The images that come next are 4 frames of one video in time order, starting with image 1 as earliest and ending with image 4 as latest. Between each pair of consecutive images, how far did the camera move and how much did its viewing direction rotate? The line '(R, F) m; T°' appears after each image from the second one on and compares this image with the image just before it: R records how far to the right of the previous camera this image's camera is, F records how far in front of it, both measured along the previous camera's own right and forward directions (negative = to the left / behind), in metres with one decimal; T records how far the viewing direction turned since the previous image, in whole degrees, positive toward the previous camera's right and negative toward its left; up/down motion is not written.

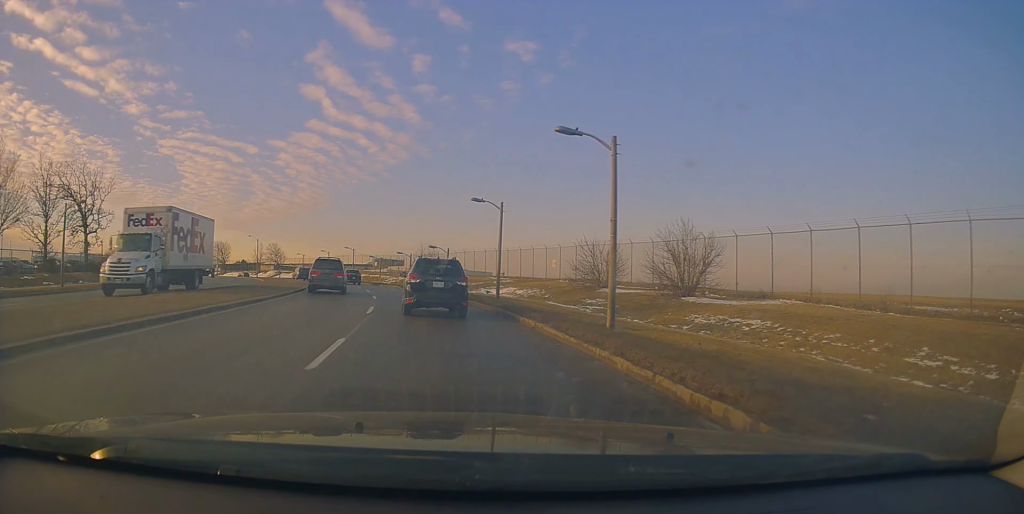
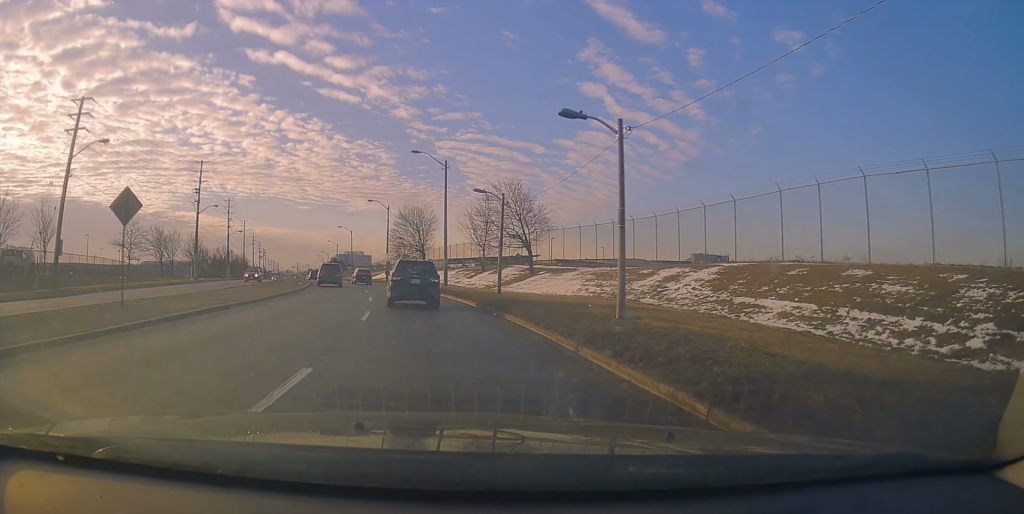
(-28.2, +92.7) m; -33°
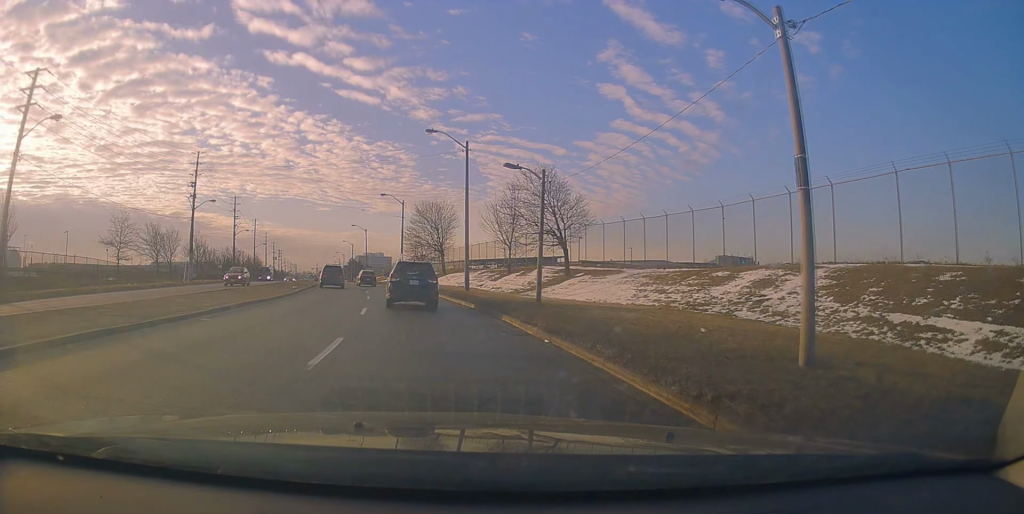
(-0.2, +6.7) m; -3°
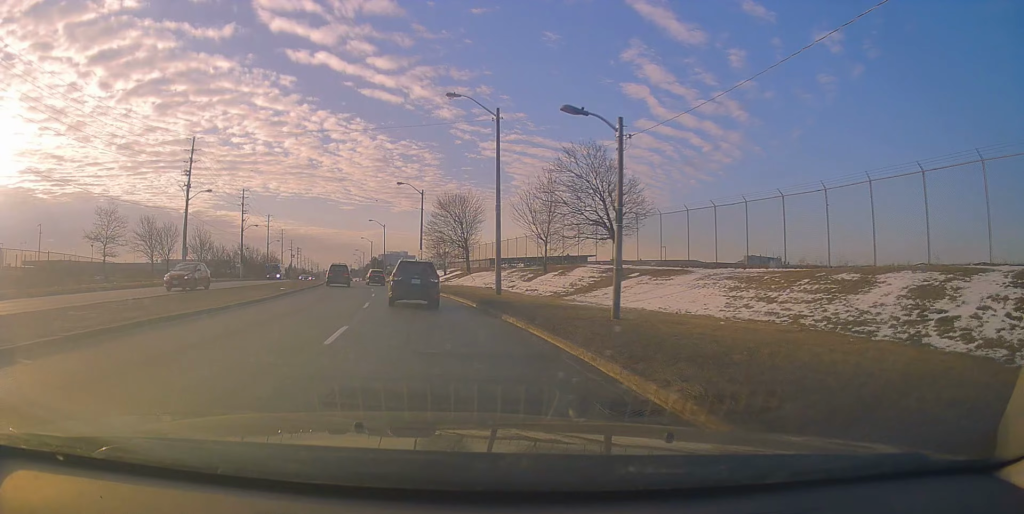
(-0.2, +7.3) m; -2°
